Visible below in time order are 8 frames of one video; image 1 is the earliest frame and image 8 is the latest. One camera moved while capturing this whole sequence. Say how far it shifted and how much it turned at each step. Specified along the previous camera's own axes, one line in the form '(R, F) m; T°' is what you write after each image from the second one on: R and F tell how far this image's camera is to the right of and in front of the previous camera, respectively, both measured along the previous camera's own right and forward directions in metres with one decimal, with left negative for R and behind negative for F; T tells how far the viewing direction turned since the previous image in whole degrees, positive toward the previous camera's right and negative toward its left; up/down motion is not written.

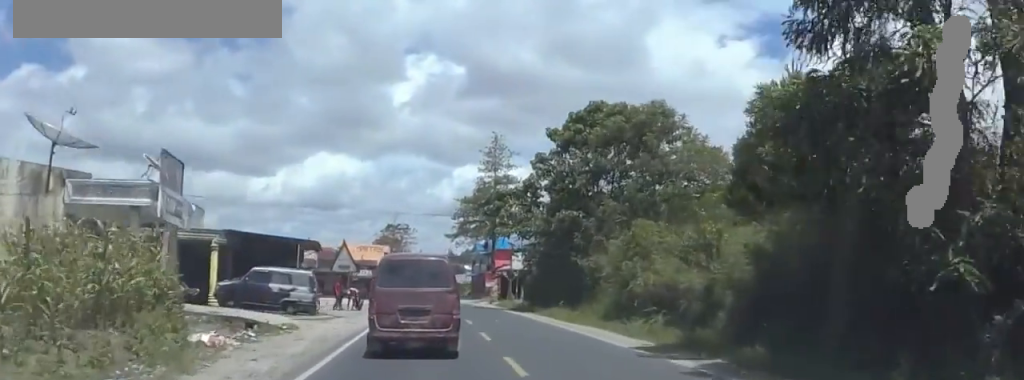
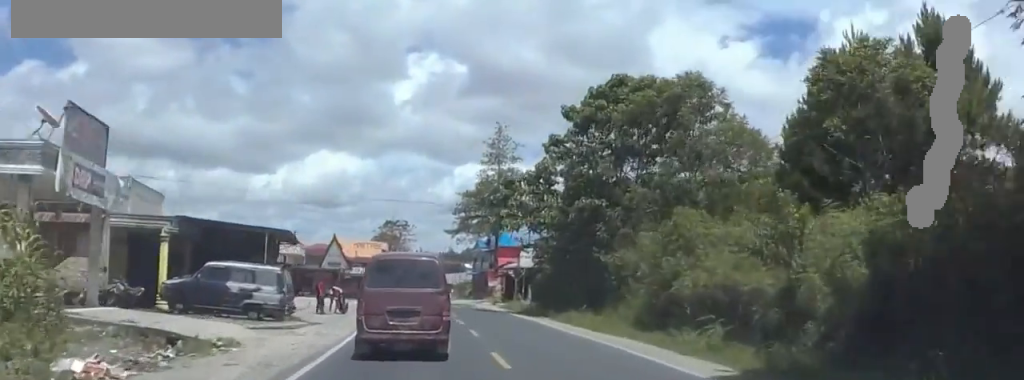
(-0.6, +6.8) m; 0°
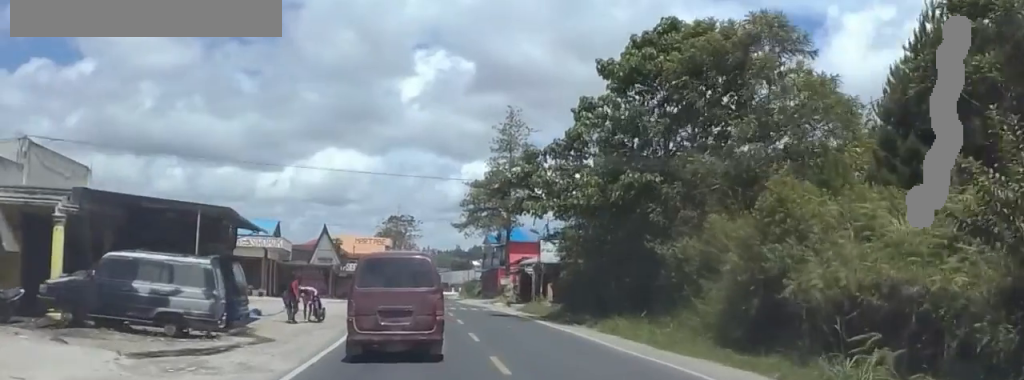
(-0.3, +9.1) m; 0°
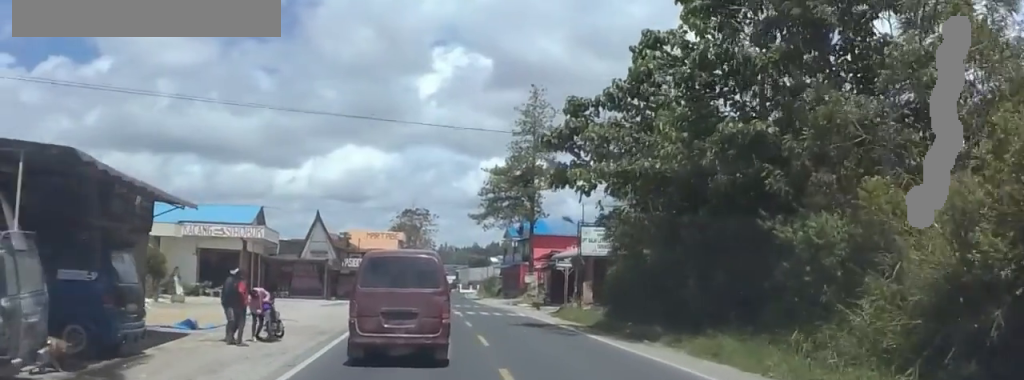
(+0.8, +9.9) m; -1°
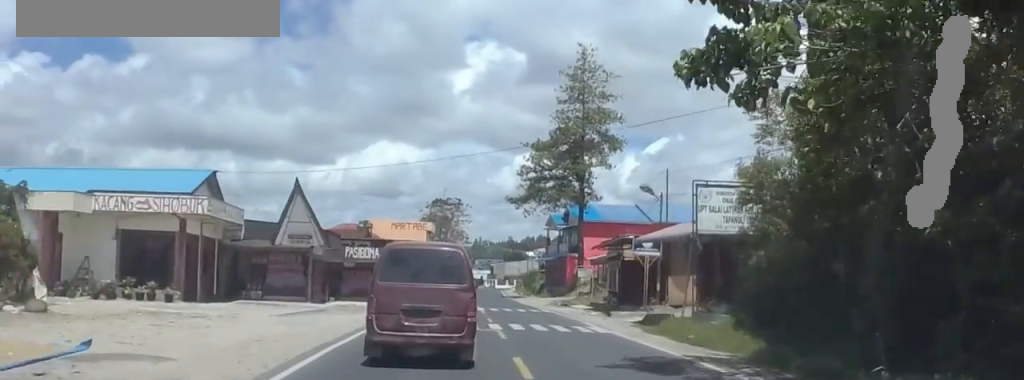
(-1.0, +14.8) m; 0°
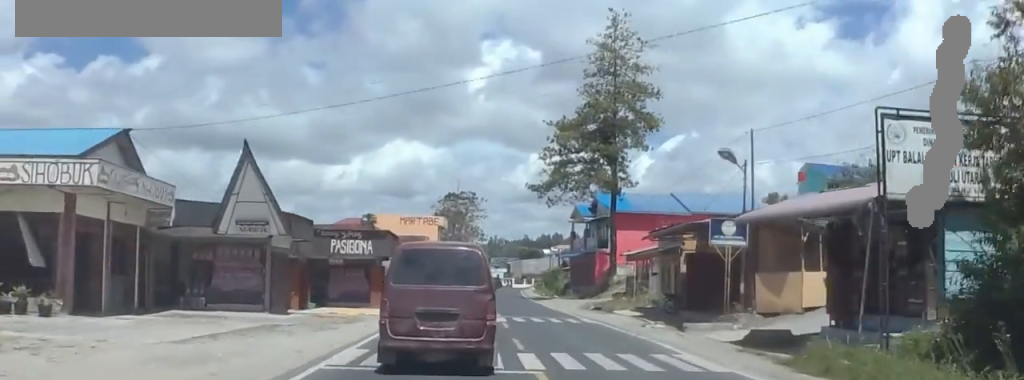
(+0.6, +10.1) m; 0°
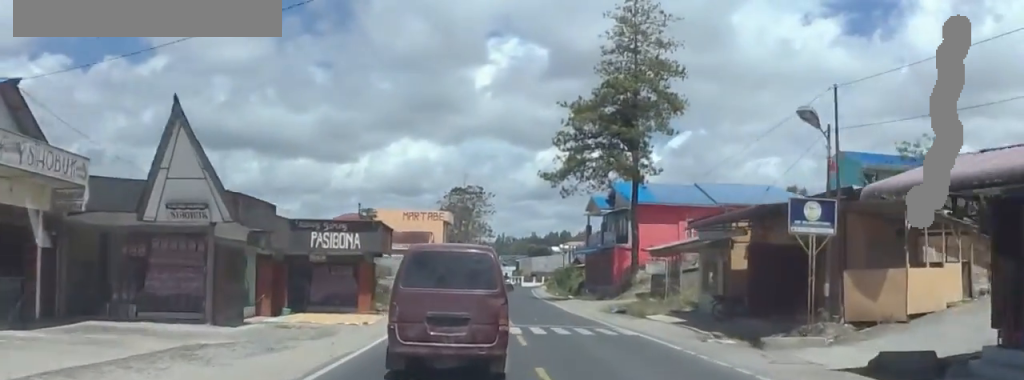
(+0.6, +6.5) m; 0°
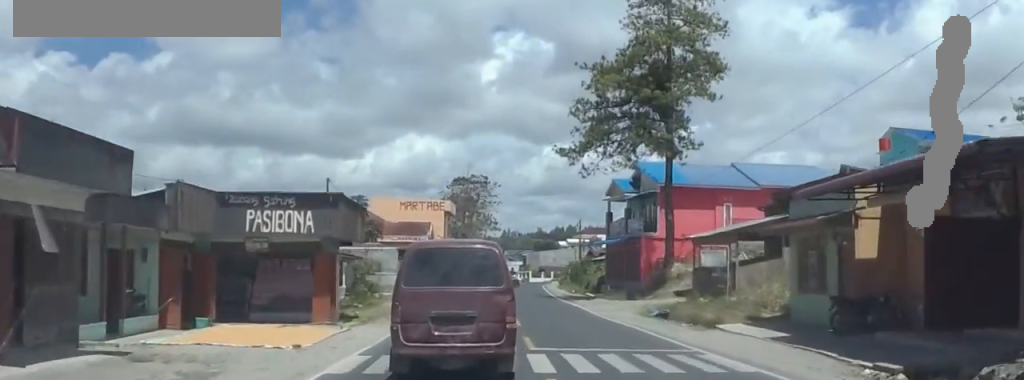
(-0.9, +9.9) m; -4°
